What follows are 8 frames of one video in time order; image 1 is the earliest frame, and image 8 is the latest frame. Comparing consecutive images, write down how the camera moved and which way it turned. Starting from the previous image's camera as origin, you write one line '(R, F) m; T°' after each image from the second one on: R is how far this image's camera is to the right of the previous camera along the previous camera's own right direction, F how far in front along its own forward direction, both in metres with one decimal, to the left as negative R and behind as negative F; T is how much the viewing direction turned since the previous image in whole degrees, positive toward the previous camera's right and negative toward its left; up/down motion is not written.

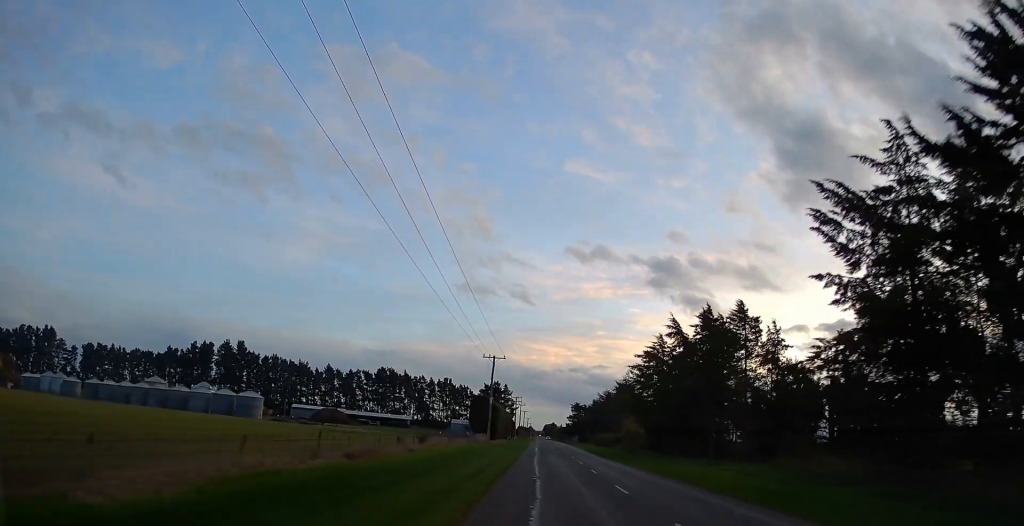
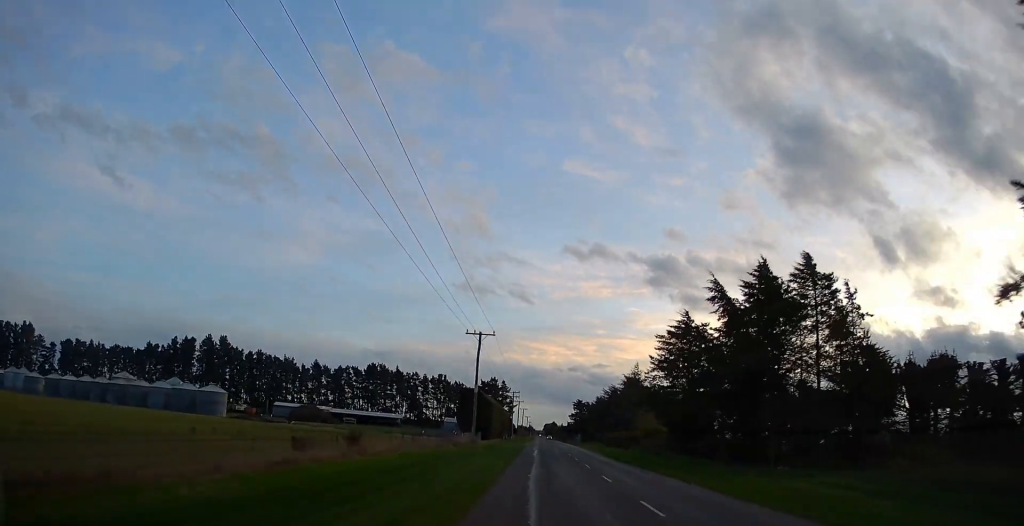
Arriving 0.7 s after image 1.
(+0.4, +16.0) m; +1°
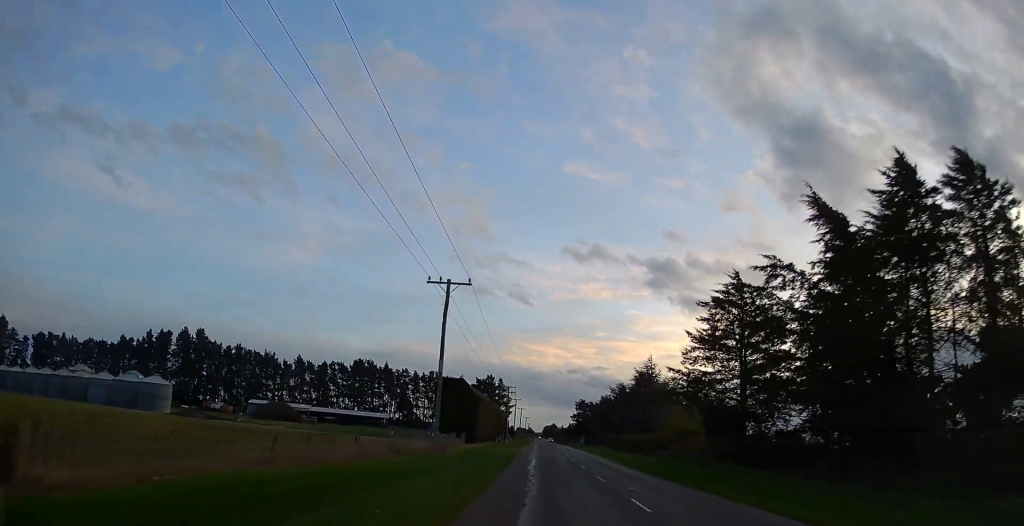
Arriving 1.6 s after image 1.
(+0.3, +18.9) m; +1°
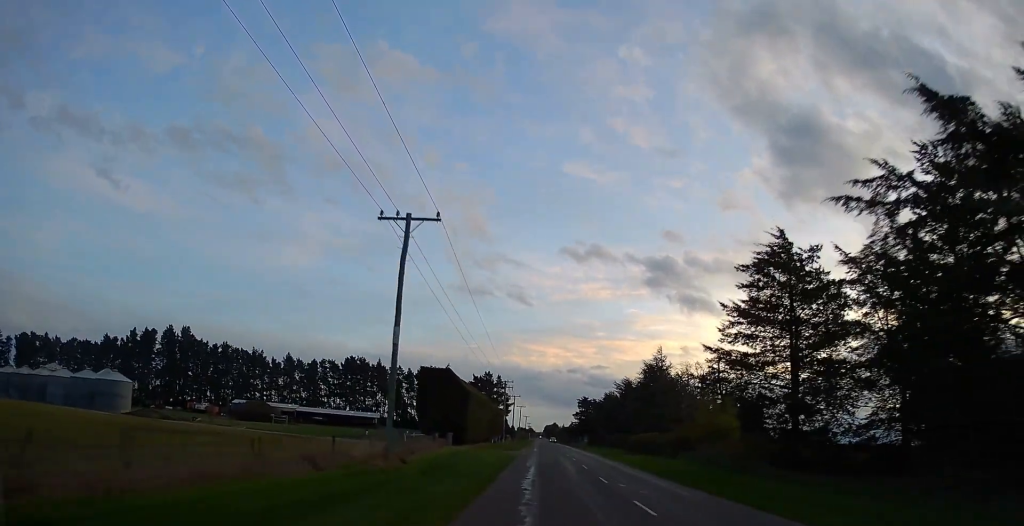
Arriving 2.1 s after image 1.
(0.0, +10.9) m; 0°
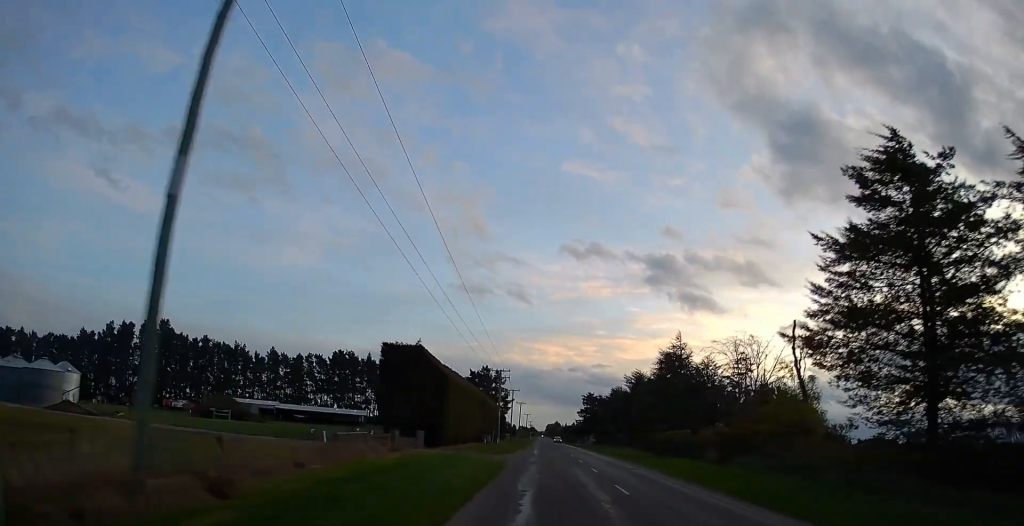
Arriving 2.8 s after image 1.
(0.0, +15.6) m; -1°
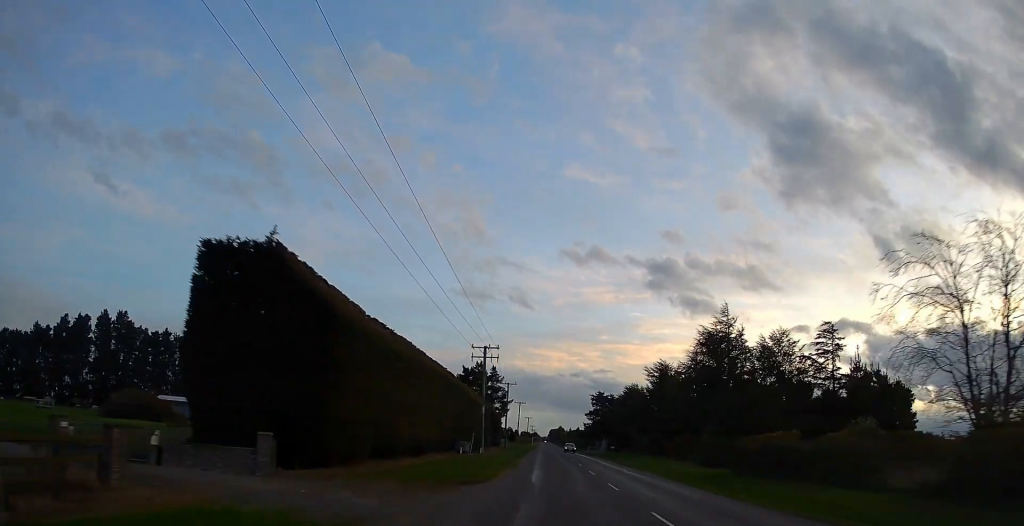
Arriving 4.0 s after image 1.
(-0.7, +26.2) m; -1°
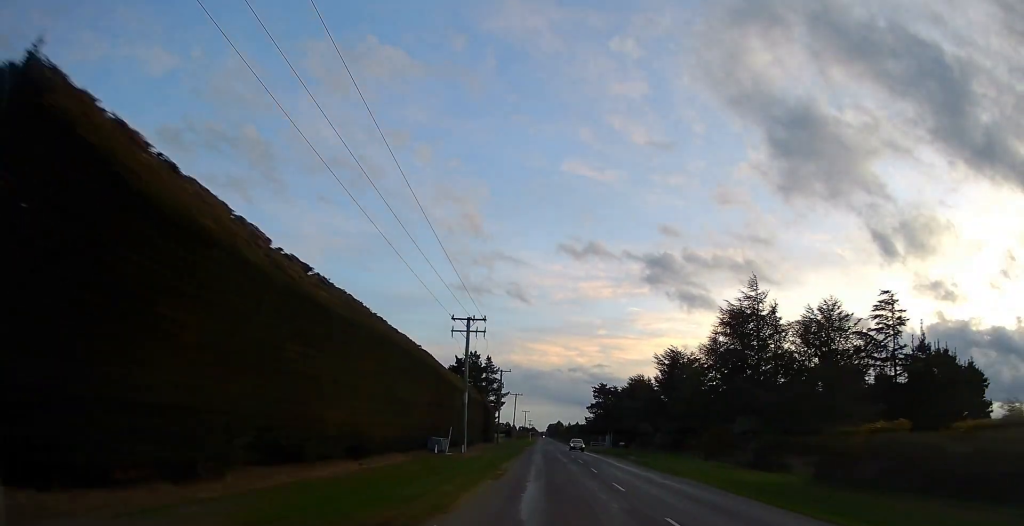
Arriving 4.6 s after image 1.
(+0.3, +11.8) m; +1°
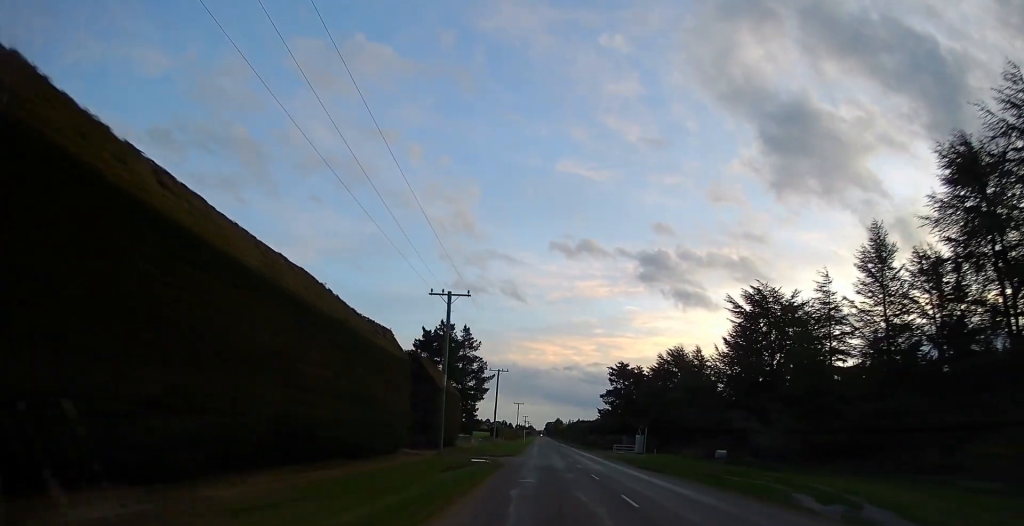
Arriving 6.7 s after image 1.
(0.0, +44.8) m; -1°
